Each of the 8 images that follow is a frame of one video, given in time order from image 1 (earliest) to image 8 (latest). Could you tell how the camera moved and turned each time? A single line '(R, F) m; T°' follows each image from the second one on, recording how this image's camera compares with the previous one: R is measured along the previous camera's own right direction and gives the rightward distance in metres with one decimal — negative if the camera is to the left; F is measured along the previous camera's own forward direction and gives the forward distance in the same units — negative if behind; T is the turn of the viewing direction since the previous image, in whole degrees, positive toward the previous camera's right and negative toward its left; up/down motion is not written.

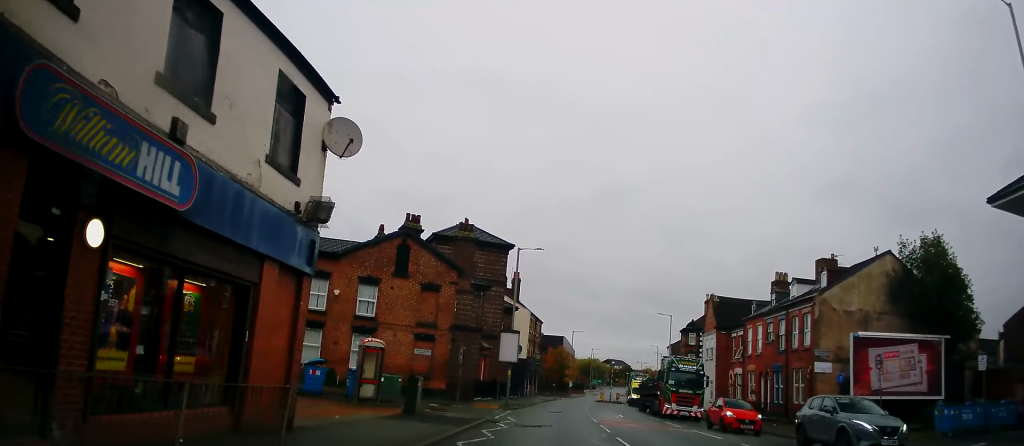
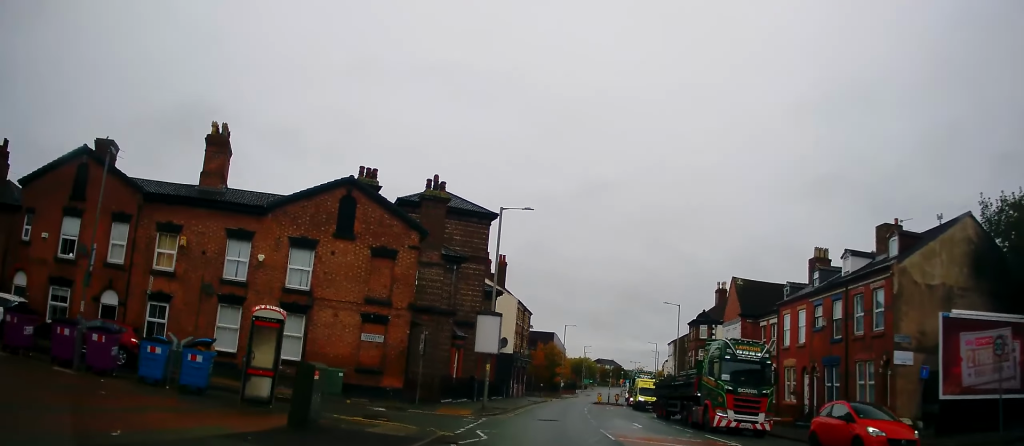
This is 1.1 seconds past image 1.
(+0.1, +8.3) m; +1°
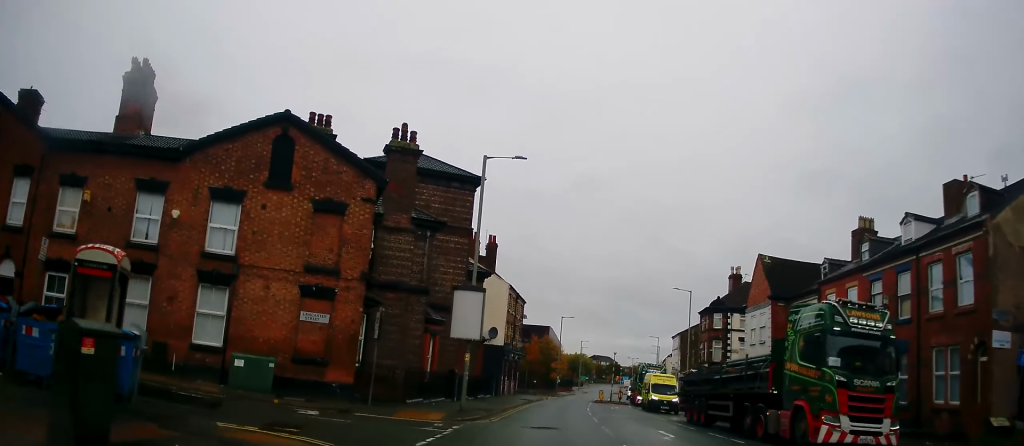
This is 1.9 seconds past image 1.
(0.0, +6.1) m; 0°
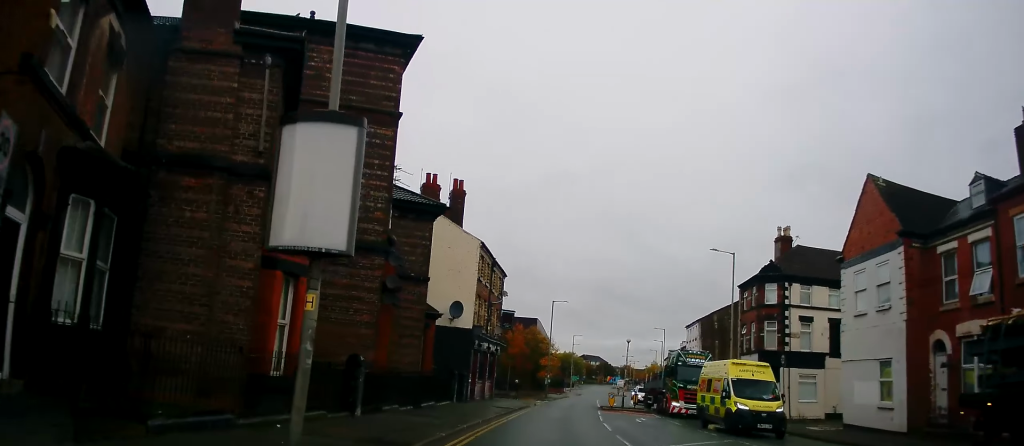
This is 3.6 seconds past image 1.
(+0.2, +14.0) m; +2°
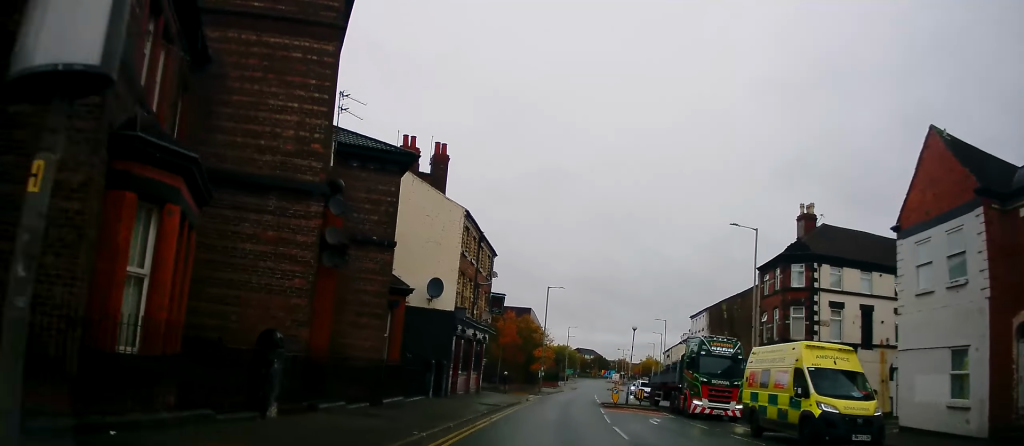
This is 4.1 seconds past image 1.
(0.0, +4.6) m; +1°
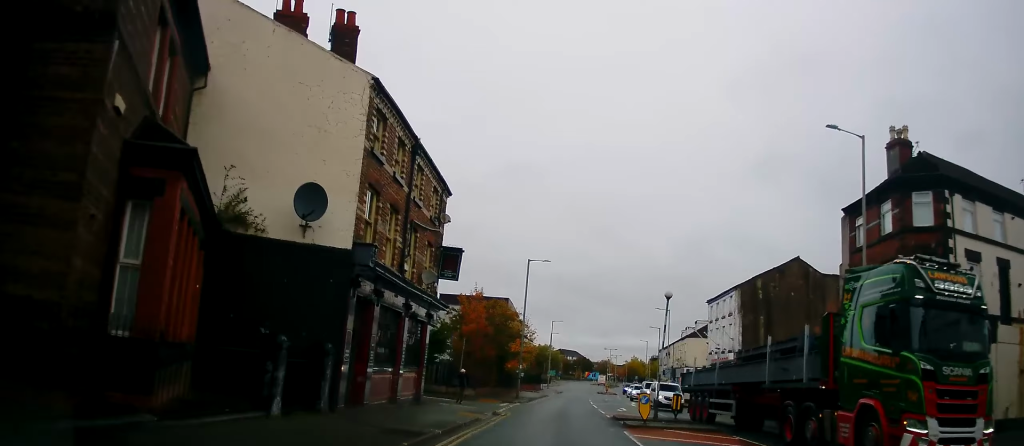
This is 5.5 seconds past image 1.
(+0.5, +12.4) m; +5°
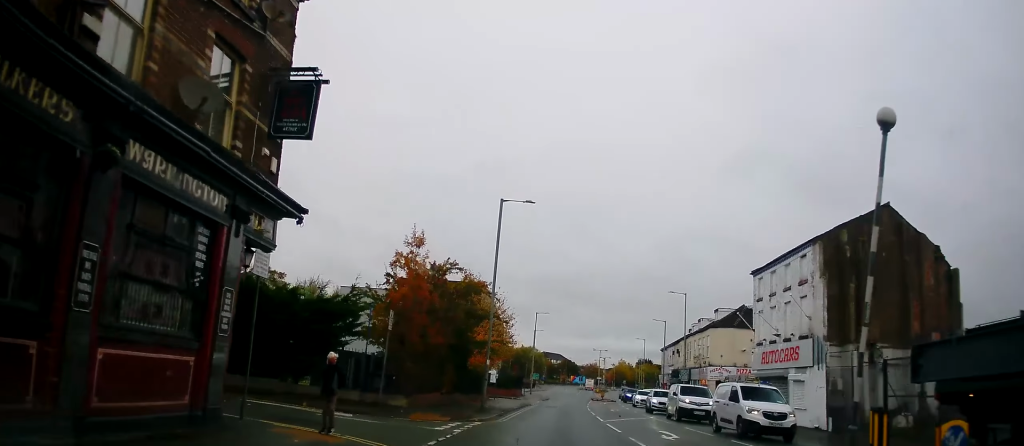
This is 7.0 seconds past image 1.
(0.0, +13.6) m; -2°
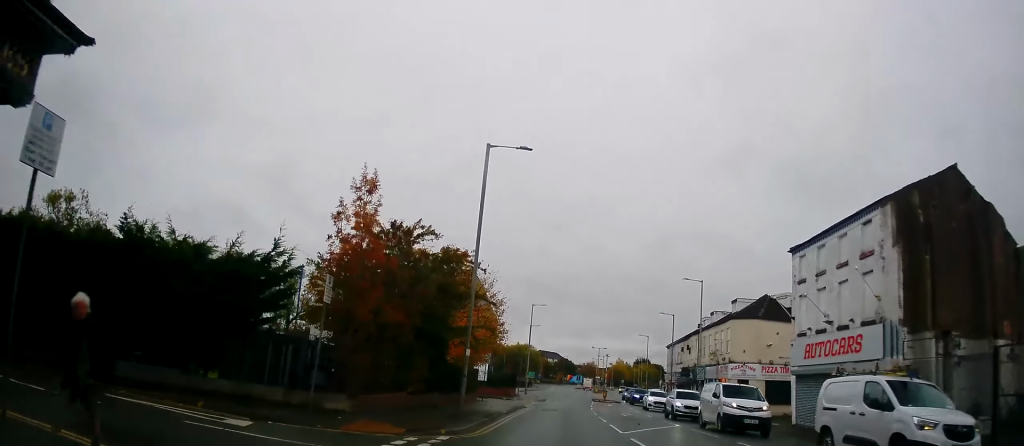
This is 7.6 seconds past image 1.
(0.0, +7.6) m; 0°
